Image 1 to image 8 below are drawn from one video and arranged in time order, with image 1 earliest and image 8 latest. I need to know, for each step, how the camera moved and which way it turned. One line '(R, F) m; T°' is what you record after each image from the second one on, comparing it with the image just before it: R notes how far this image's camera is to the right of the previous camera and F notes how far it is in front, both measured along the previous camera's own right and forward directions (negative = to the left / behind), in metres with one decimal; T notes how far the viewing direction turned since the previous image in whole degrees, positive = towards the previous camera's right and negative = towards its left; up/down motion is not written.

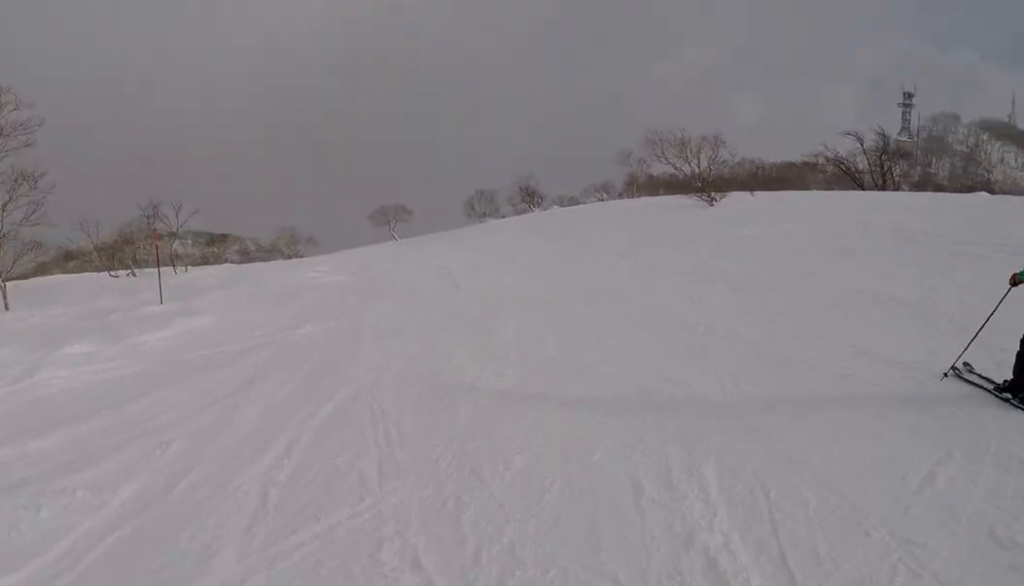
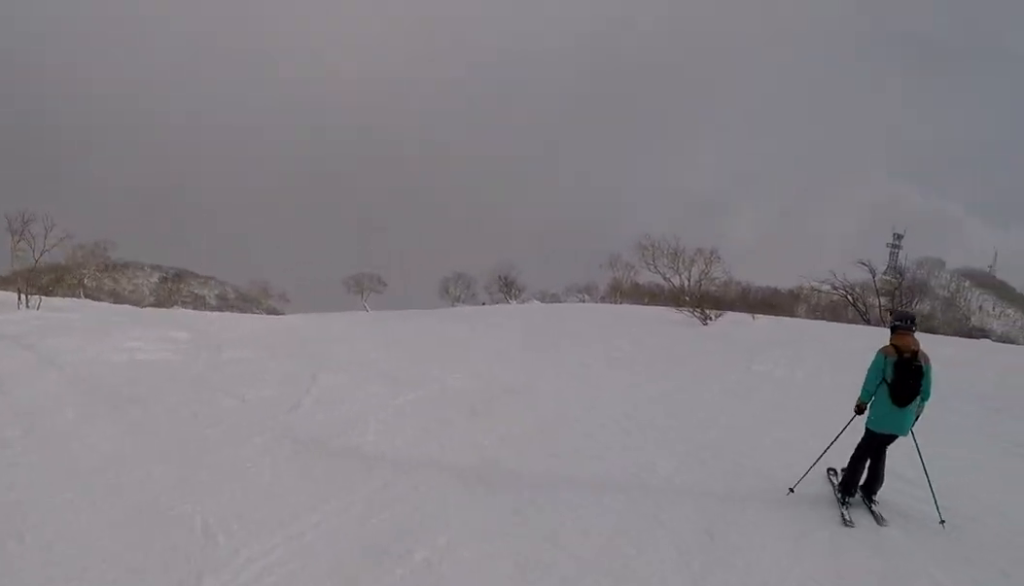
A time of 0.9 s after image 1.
(+0.6, +5.3) m; +3°
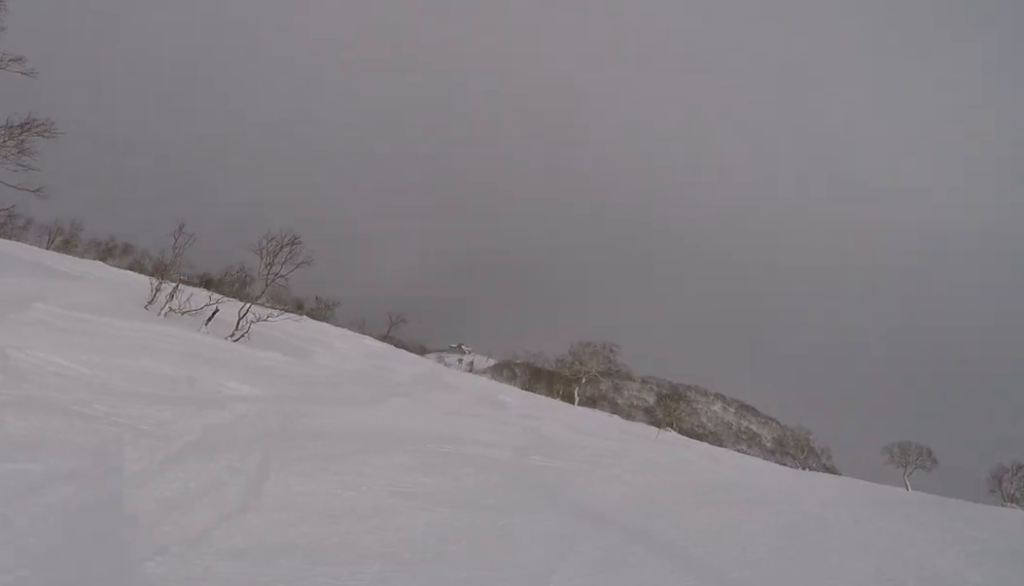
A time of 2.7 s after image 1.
(-2.0, +9.5) m; -33°
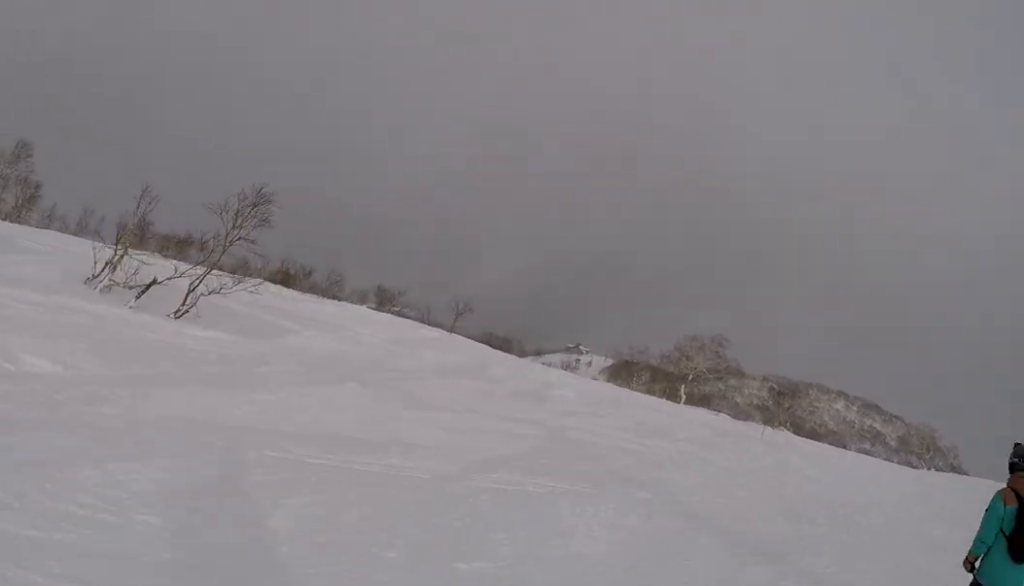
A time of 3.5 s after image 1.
(-0.9, +4.5) m; -13°
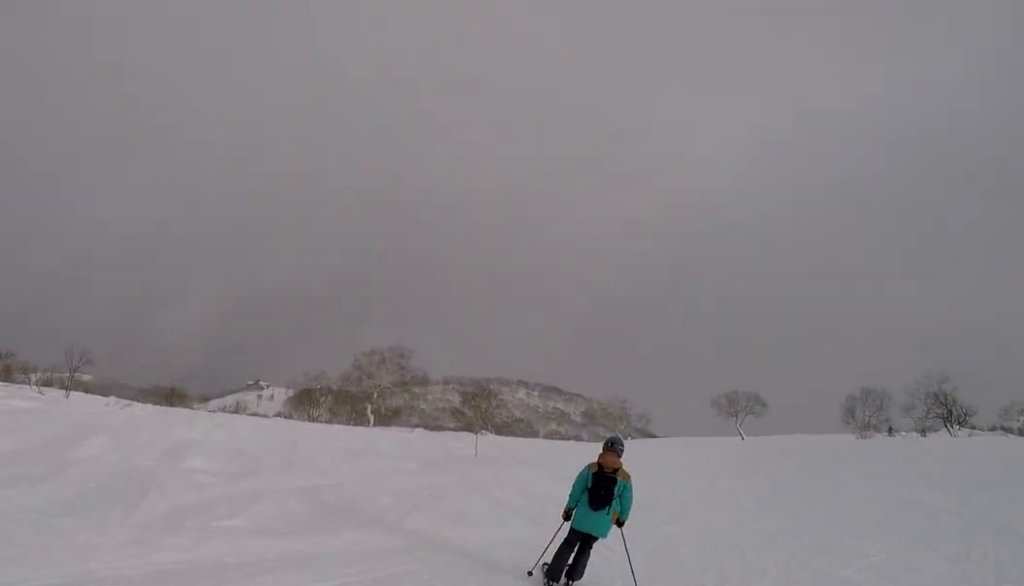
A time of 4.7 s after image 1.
(-0.1, +7.1) m; +4°
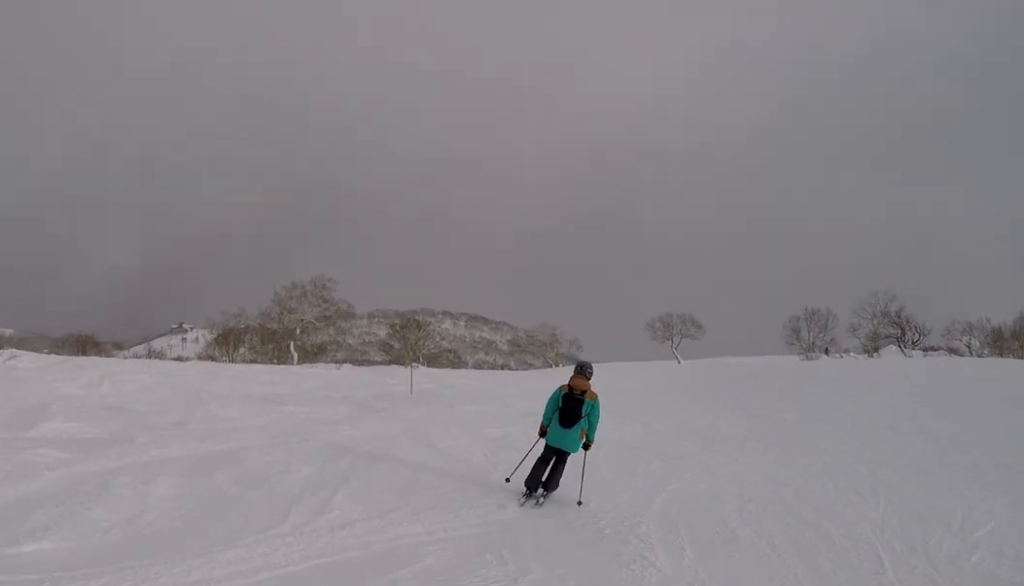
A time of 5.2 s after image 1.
(-0.1, +3.2) m; +7°
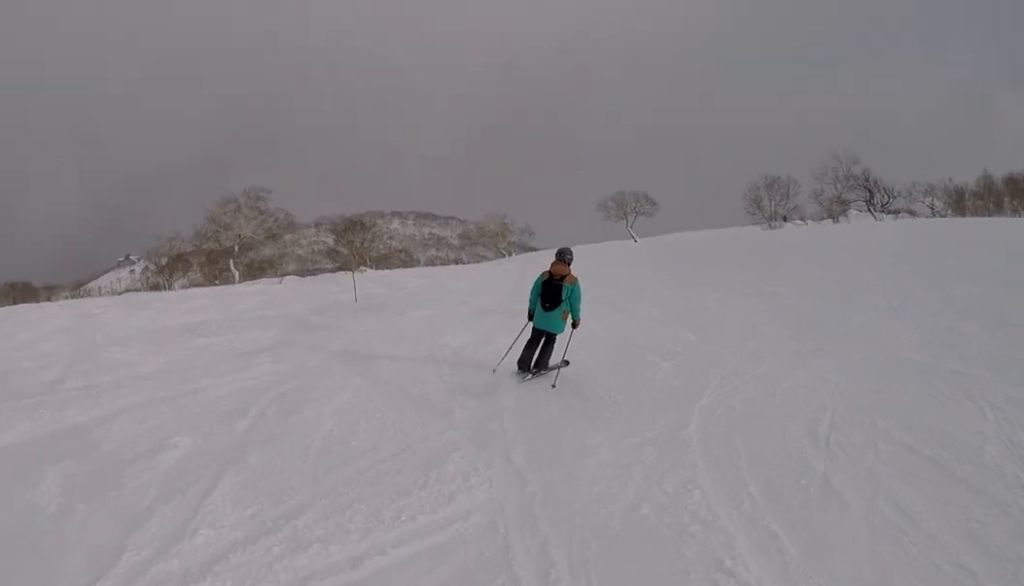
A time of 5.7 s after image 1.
(+0.3, +2.6) m; +5°
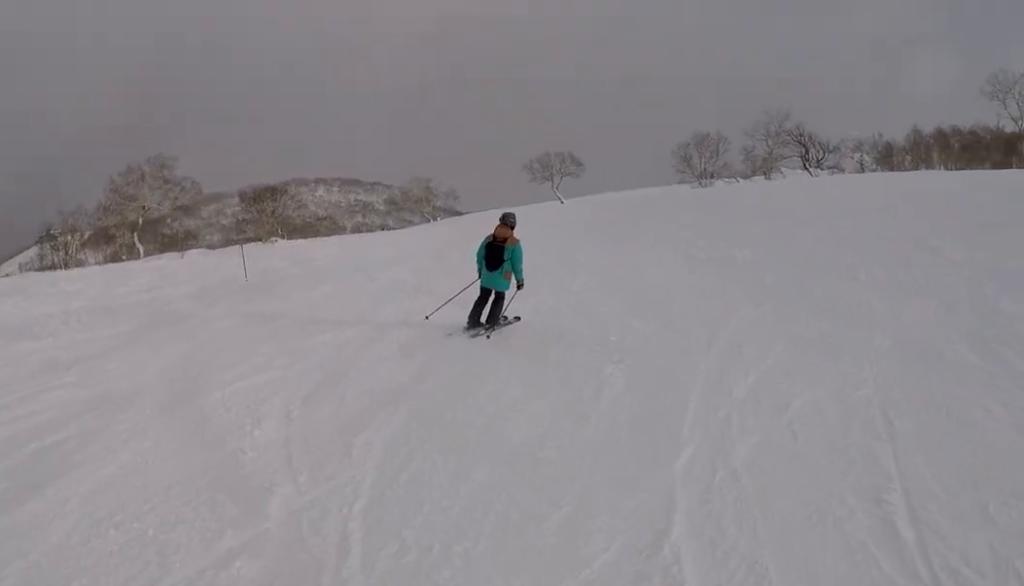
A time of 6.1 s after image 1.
(+0.3, +3.0) m; +5°
